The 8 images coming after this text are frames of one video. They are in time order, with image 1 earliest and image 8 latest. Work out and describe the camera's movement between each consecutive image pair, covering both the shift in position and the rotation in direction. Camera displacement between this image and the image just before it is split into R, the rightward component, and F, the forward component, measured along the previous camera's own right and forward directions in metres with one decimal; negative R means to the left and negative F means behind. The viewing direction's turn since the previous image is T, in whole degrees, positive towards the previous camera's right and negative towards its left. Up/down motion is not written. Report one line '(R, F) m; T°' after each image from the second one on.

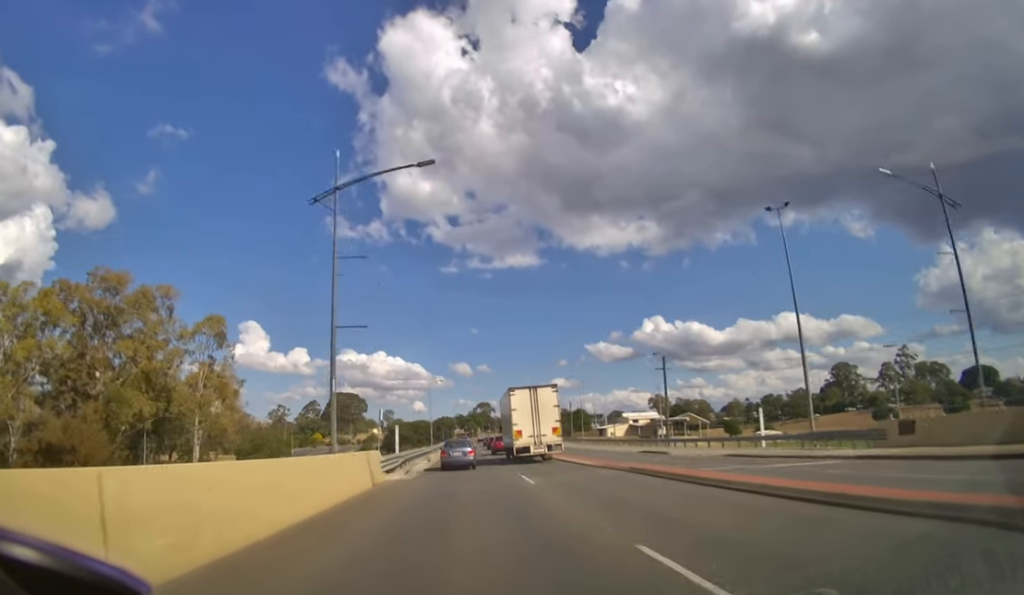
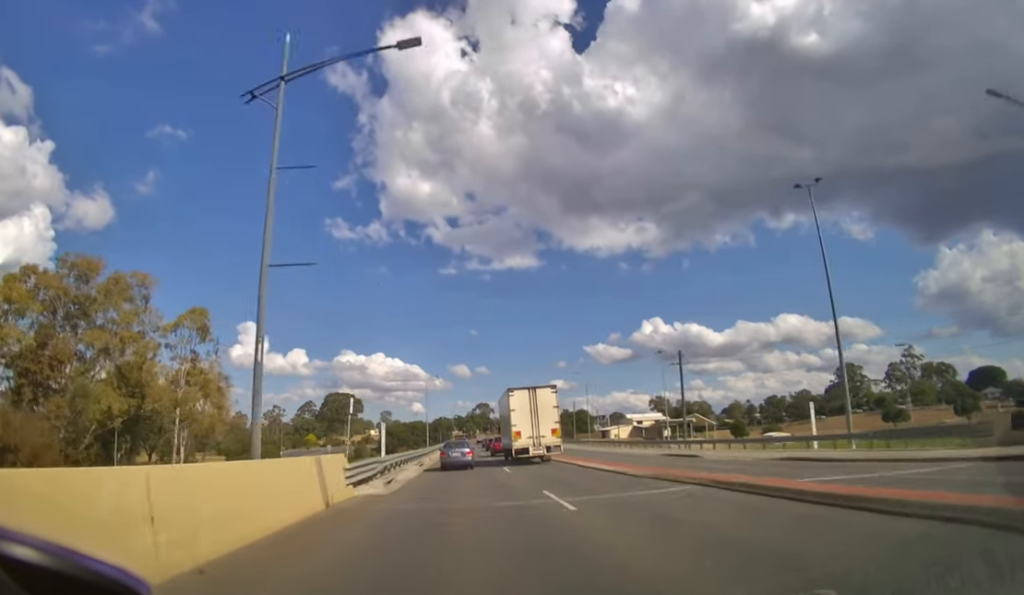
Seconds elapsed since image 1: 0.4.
(0.0, +5.9) m; 0°
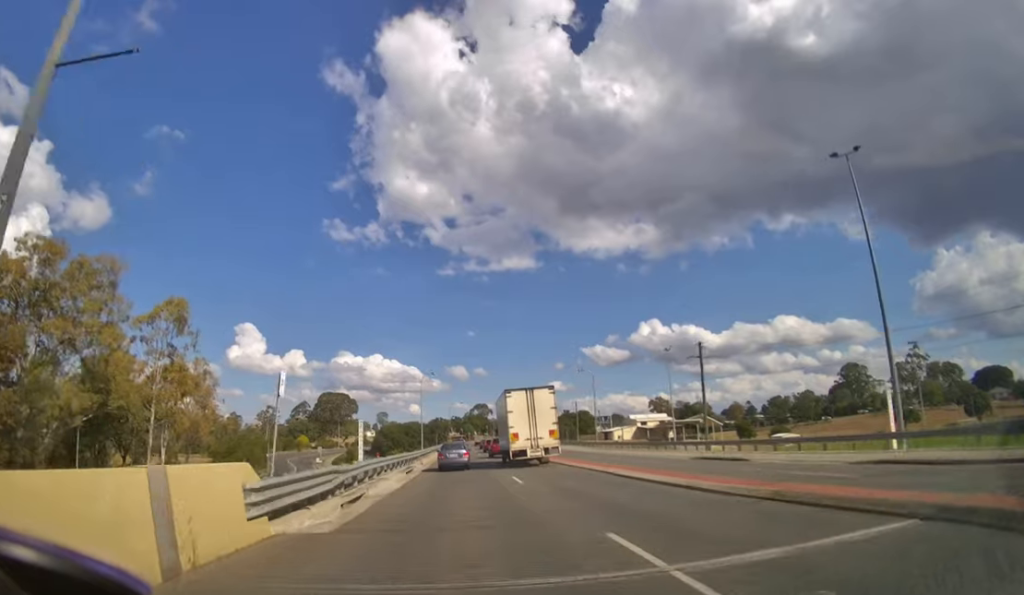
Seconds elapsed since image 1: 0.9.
(0.0, +6.7) m; 0°
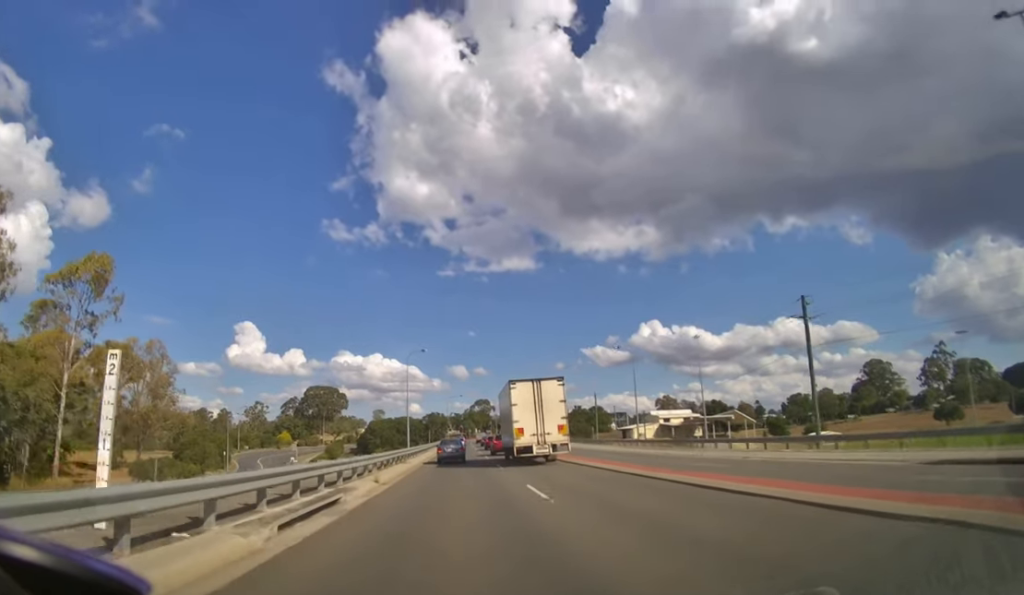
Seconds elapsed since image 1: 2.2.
(+0.1, +17.6) m; 0°
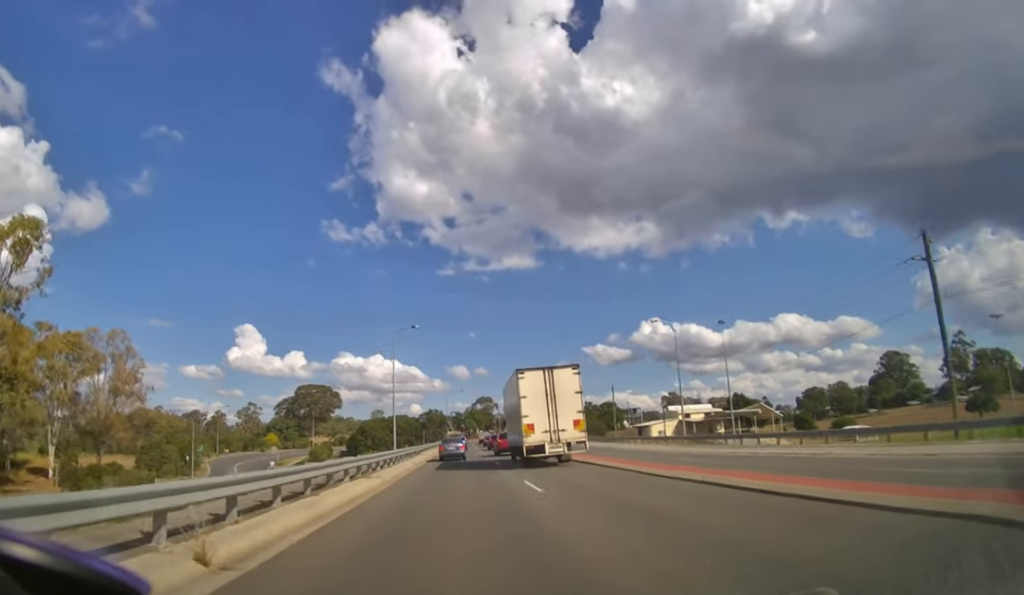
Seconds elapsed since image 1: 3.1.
(0.0, +11.4) m; 0°
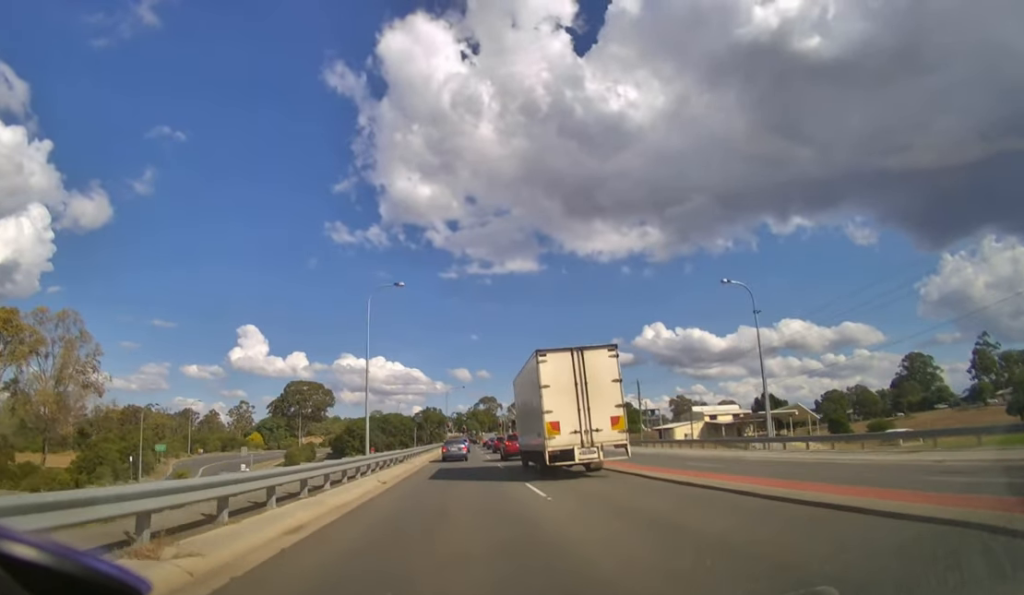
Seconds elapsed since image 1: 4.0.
(0.0, +11.3) m; 0°
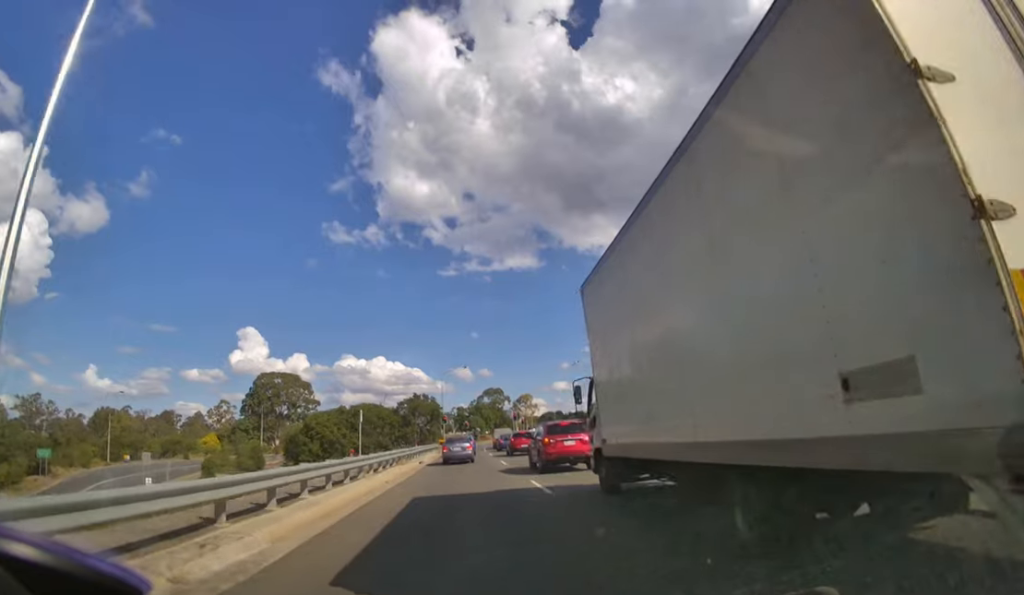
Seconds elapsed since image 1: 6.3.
(-0.1, +21.8) m; 0°
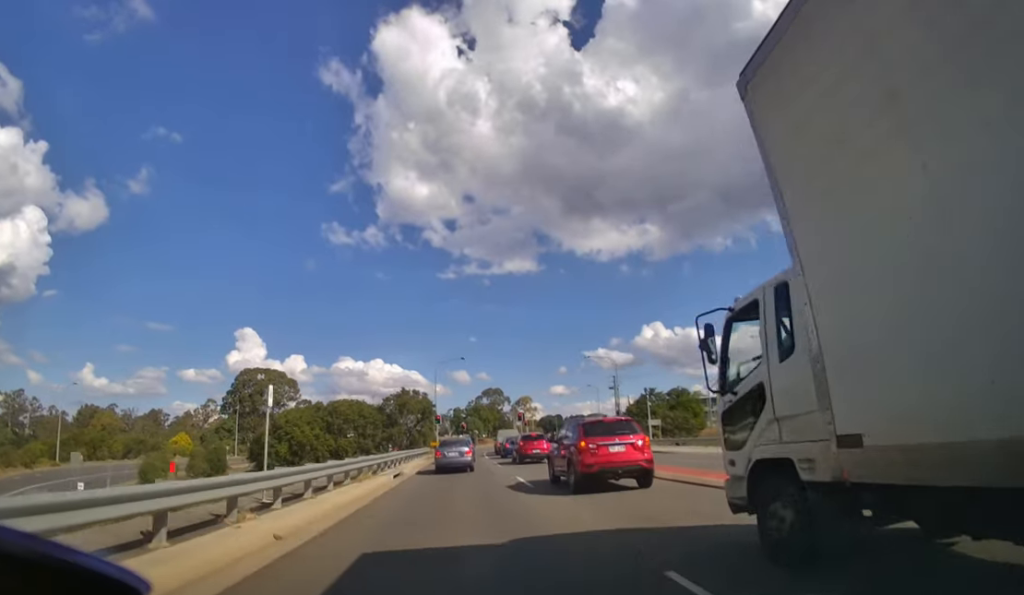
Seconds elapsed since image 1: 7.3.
(0.0, +9.5) m; 0°
